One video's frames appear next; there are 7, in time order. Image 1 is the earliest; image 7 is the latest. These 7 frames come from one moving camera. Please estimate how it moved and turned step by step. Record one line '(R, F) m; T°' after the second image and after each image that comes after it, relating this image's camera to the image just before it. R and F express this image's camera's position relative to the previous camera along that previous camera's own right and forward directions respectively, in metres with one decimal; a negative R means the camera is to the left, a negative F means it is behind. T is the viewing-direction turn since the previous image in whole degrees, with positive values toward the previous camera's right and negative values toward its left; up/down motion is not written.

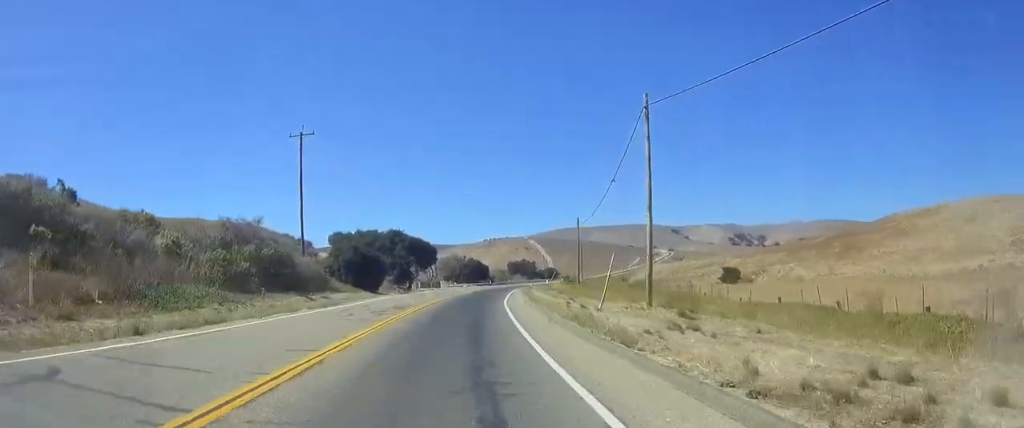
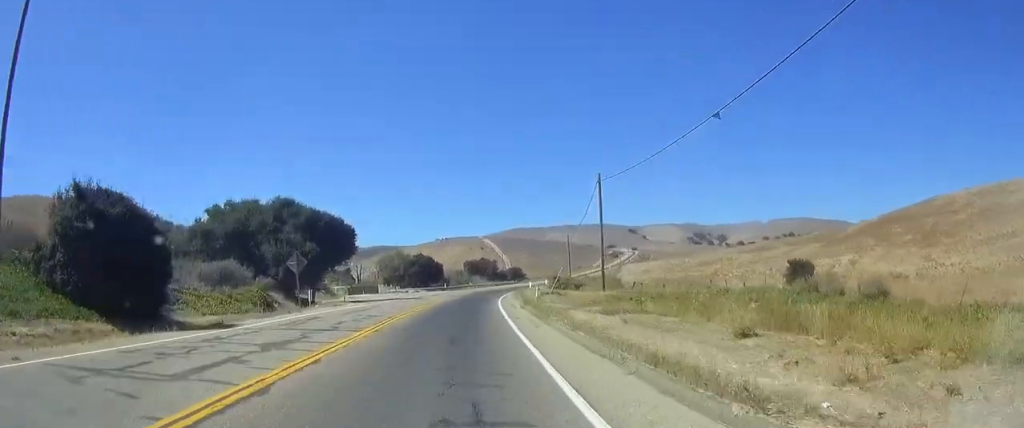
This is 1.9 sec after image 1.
(0.0, +38.1) m; 0°
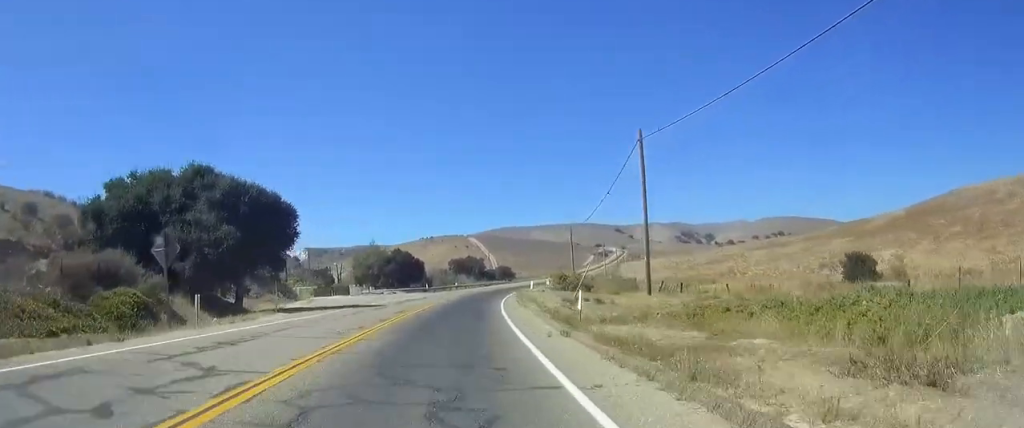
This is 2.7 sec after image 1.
(0.0, +15.6) m; 0°
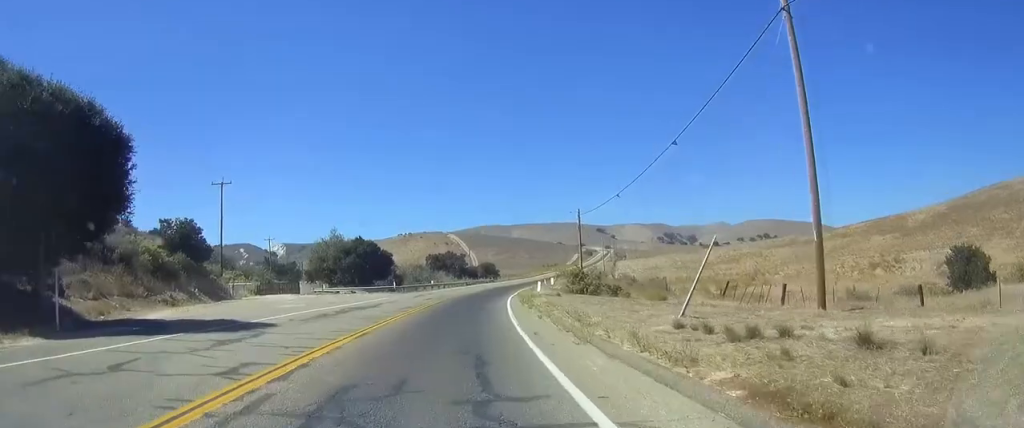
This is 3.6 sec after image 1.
(0.0, +19.1) m; +1°
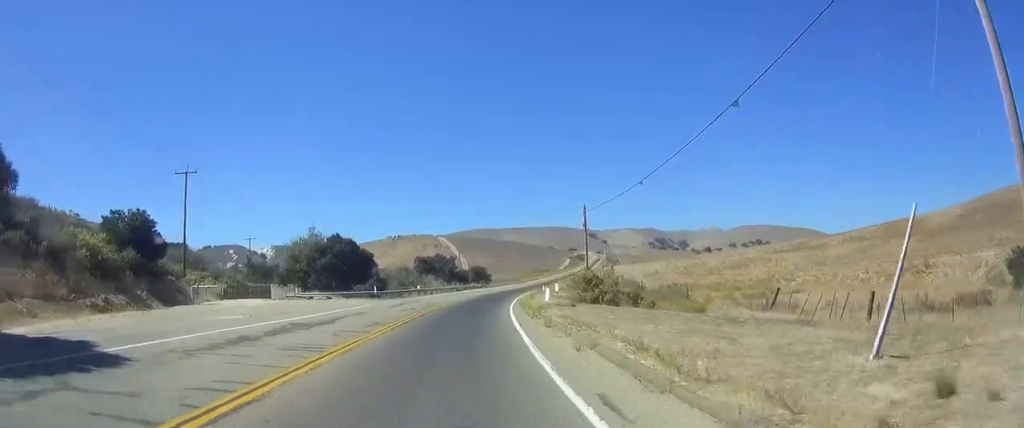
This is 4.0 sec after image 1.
(0.0, +8.2) m; +3°
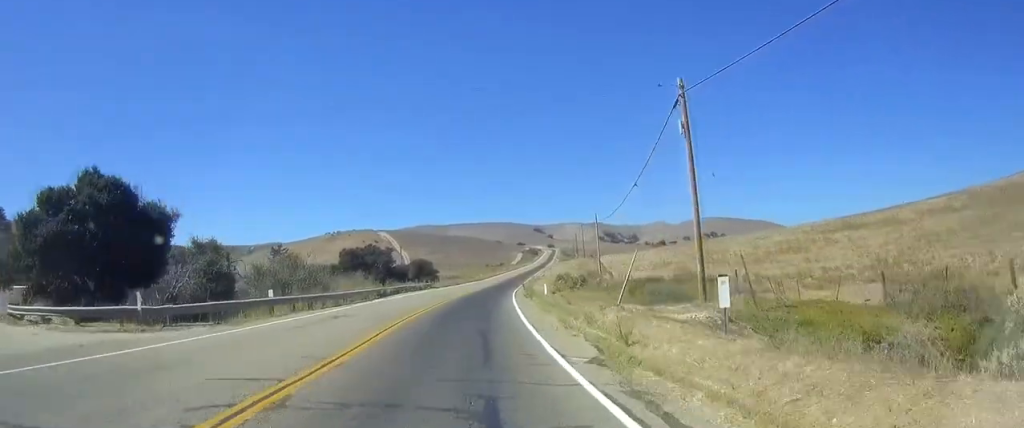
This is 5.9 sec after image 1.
(+4.1, +38.5) m; +10°
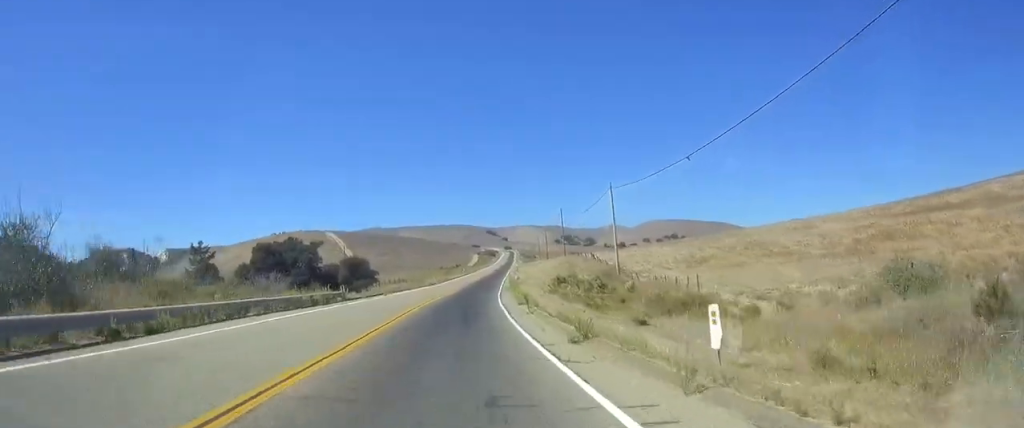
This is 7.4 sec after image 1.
(0.0, +32.0) m; 0°
